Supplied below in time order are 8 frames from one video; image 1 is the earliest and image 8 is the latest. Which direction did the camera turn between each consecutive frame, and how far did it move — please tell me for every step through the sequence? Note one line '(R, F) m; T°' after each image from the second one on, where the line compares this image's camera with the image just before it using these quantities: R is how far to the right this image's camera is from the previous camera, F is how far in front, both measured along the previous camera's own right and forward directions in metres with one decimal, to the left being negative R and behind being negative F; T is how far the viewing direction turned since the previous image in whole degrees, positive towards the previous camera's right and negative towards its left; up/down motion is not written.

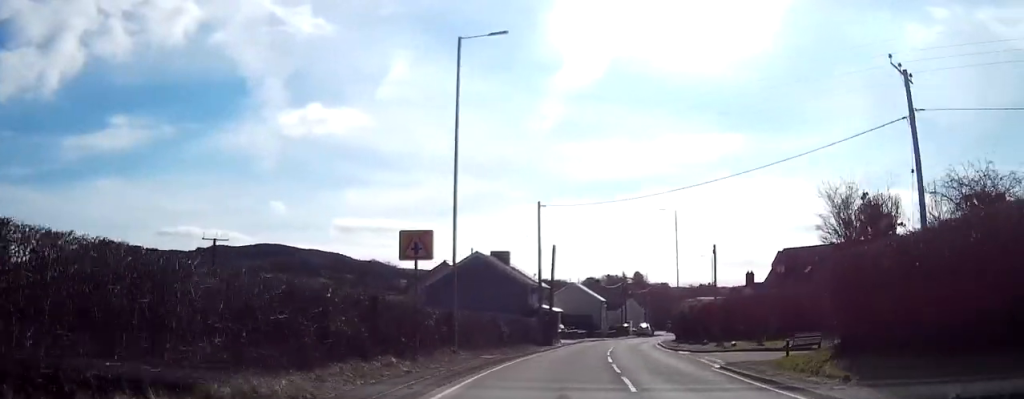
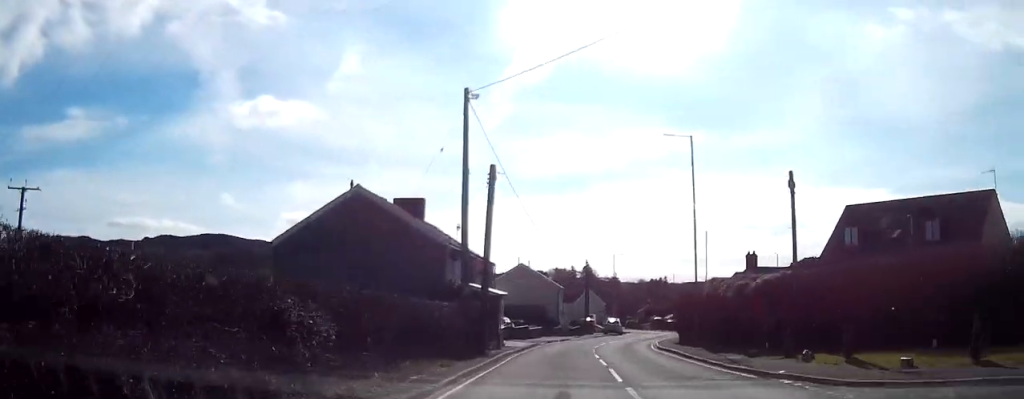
(+0.5, +22.3) m; +3°
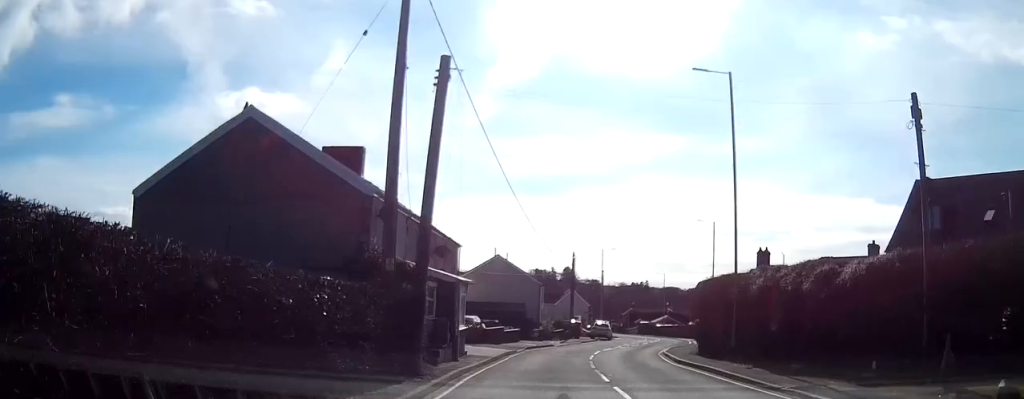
(+0.3, +10.3) m; +2°
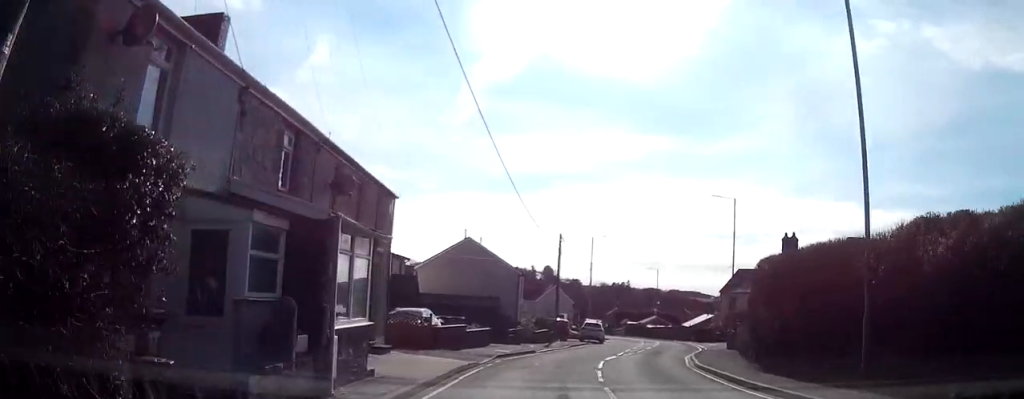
(+0.2, +11.8) m; +3°
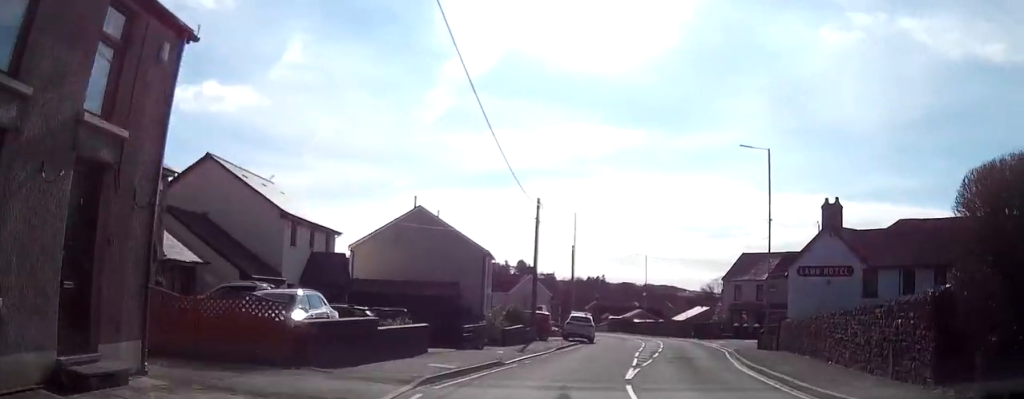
(+0.4, +12.5) m; +3°
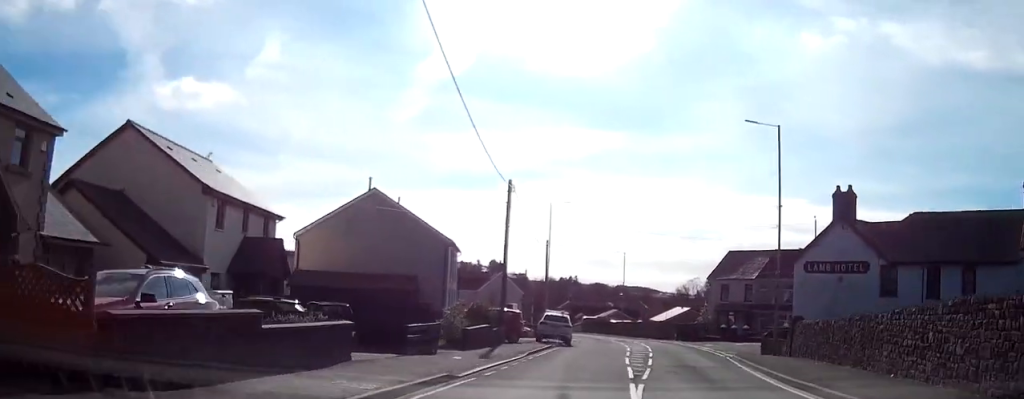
(+0.1, +5.4) m; +1°
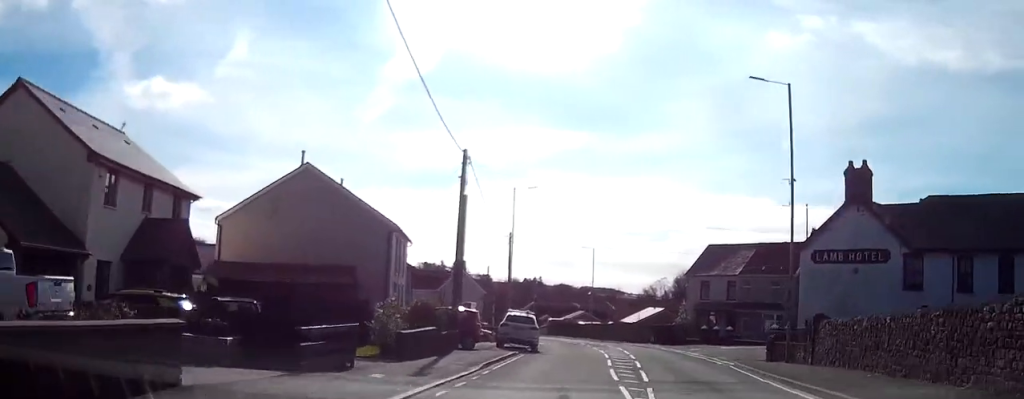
(+0.1, +5.9) m; +1°
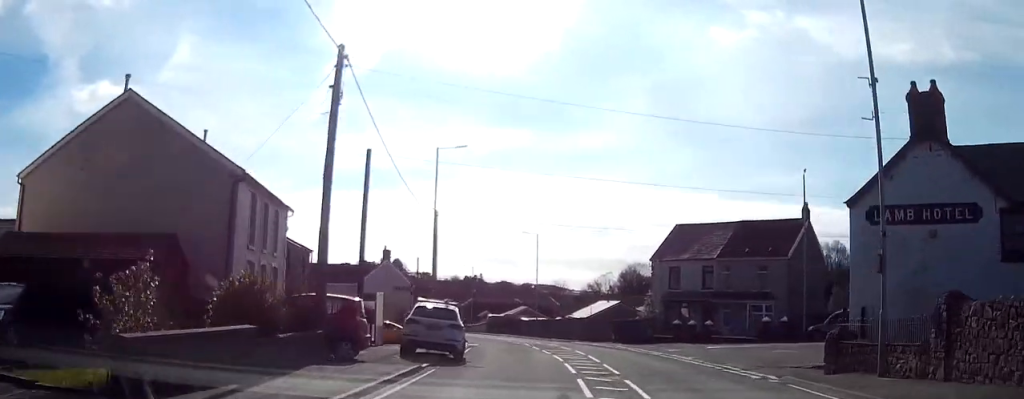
(+0.3, +11.3) m; +3°
